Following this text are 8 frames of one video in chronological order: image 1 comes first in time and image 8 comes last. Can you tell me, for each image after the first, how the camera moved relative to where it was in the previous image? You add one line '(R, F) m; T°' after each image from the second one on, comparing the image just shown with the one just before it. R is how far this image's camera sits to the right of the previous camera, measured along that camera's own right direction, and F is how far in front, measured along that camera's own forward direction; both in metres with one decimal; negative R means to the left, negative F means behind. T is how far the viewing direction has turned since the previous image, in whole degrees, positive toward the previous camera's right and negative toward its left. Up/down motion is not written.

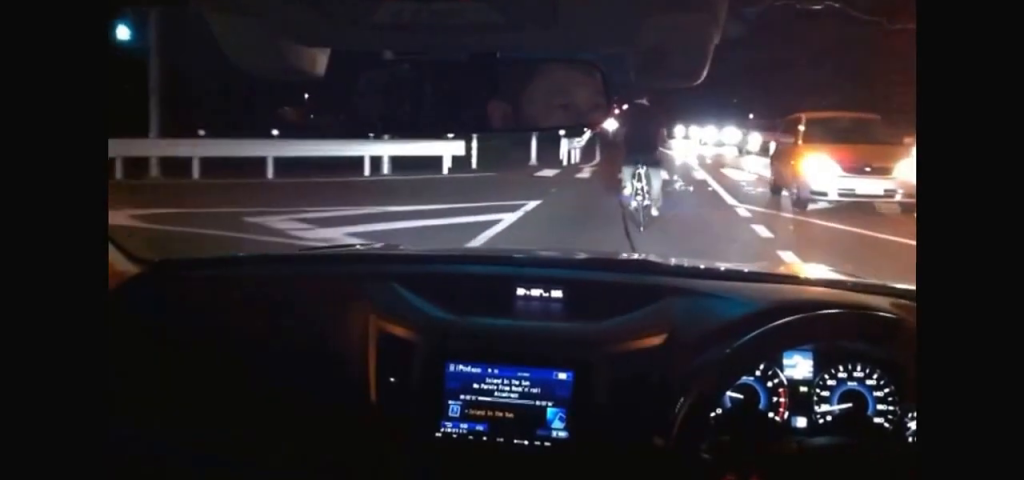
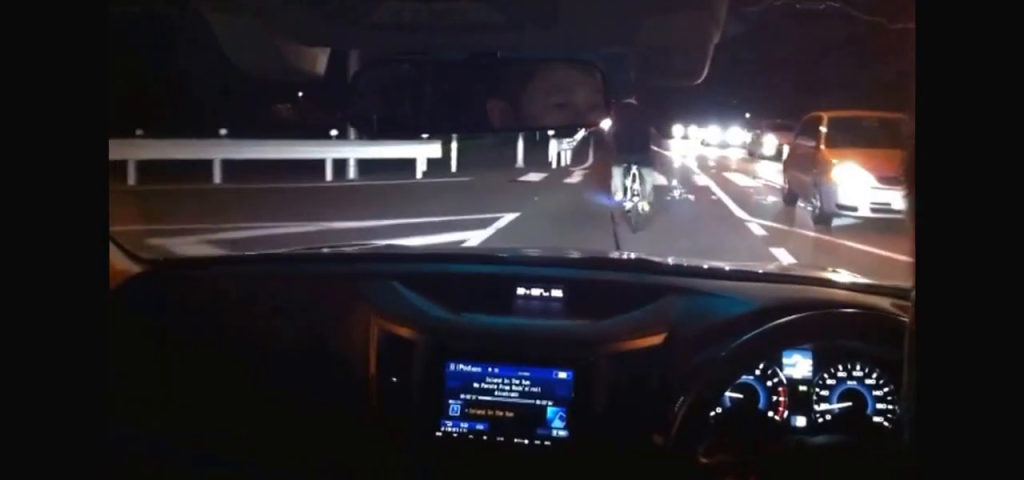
(0.0, +1.8) m; 0°
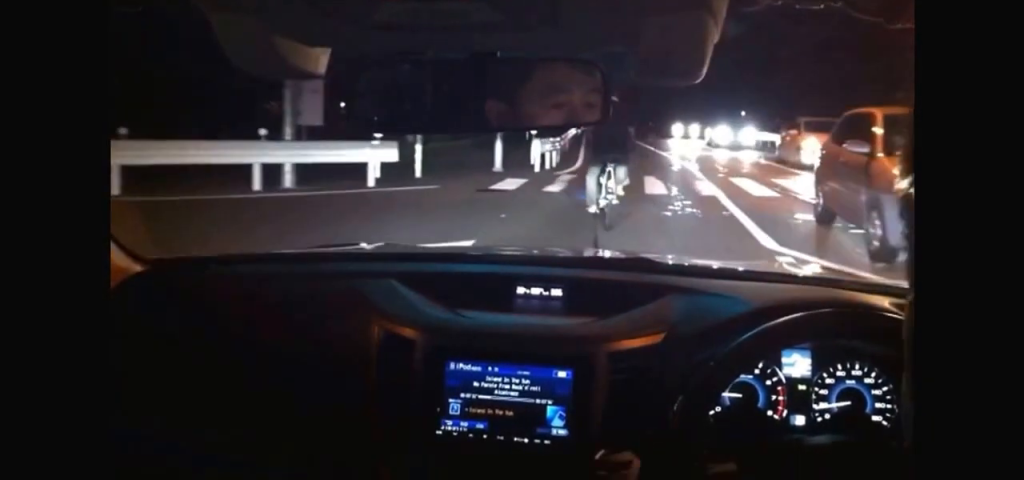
(0.0, +2.8) m; 0°
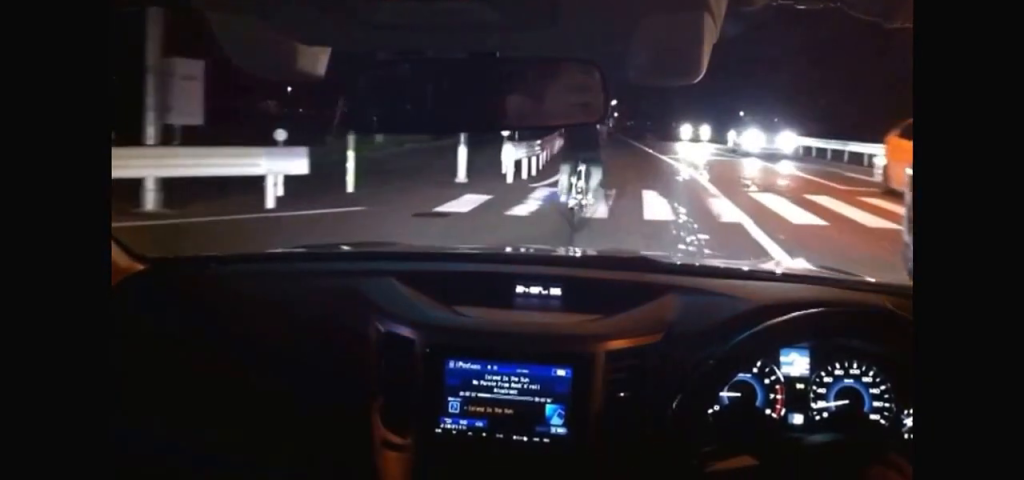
(0.0, +4.1) m; +1°
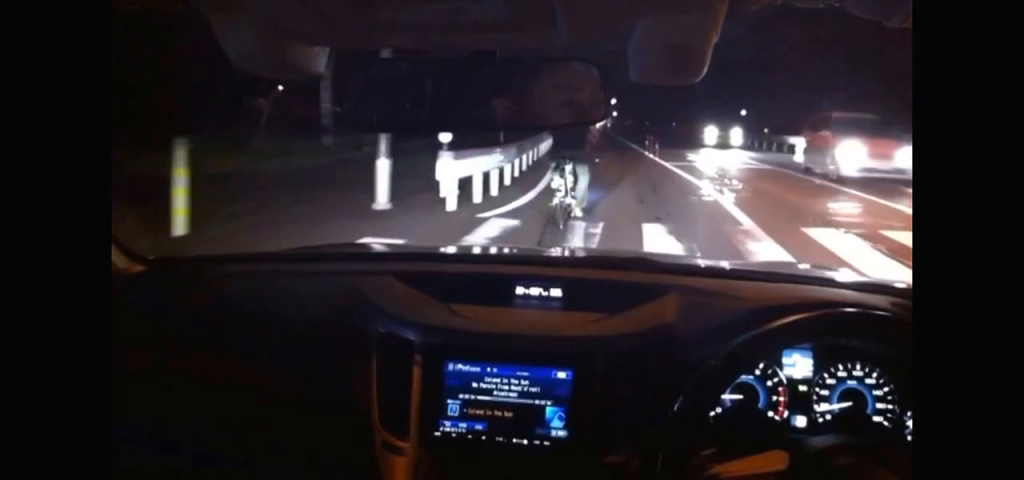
(+0.1, +5.0) m; +2°
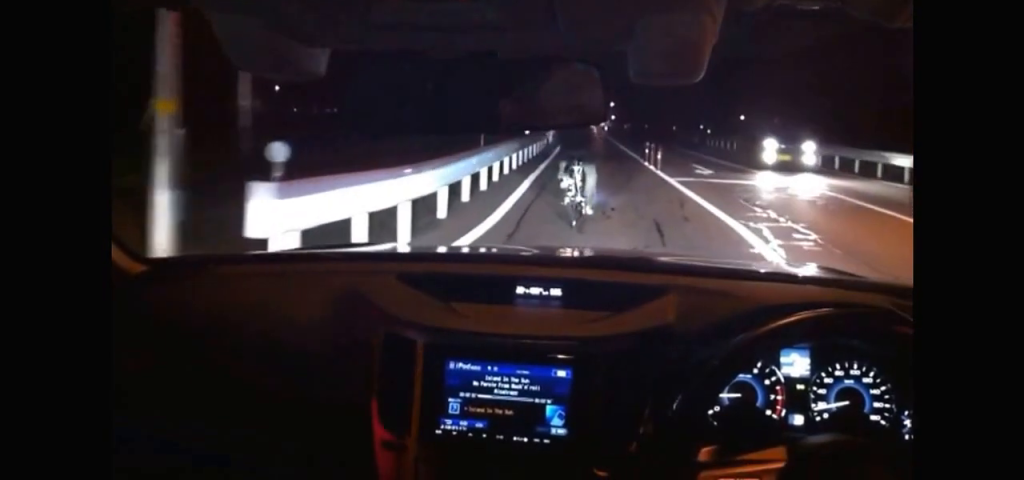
(-0.1, +4.9) m; -2°
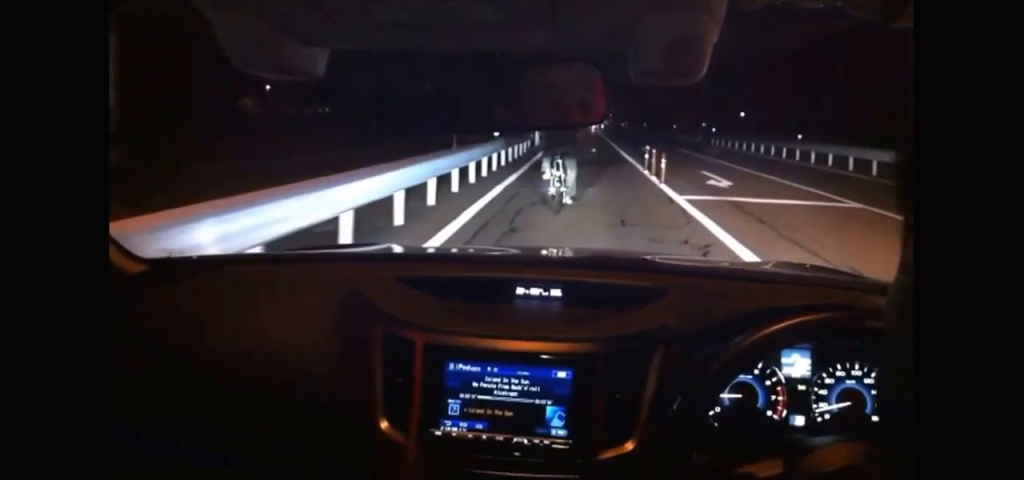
(0.0, +4.9) m; +1°
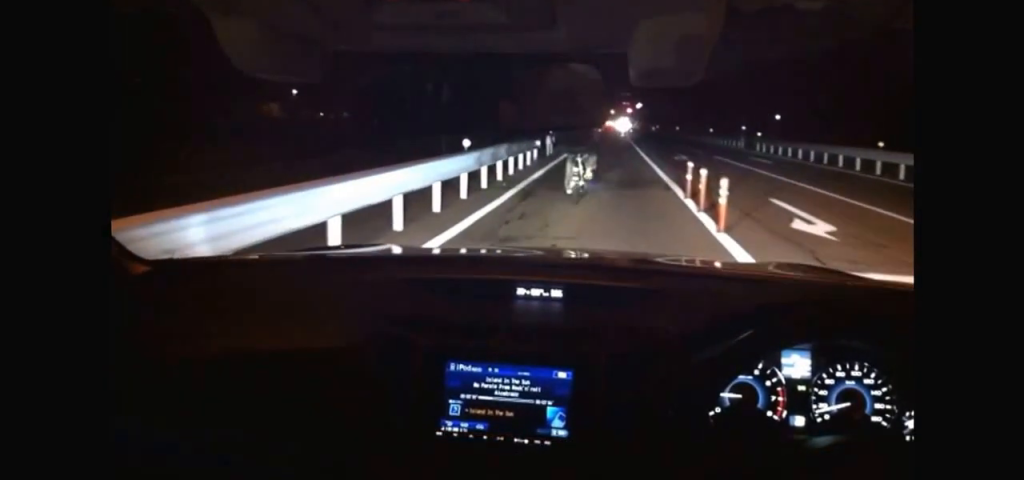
(+0.3, +6.7) m; +3°
